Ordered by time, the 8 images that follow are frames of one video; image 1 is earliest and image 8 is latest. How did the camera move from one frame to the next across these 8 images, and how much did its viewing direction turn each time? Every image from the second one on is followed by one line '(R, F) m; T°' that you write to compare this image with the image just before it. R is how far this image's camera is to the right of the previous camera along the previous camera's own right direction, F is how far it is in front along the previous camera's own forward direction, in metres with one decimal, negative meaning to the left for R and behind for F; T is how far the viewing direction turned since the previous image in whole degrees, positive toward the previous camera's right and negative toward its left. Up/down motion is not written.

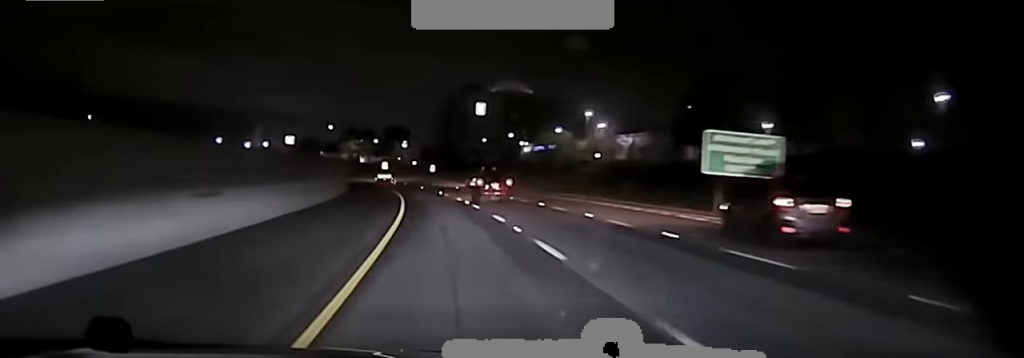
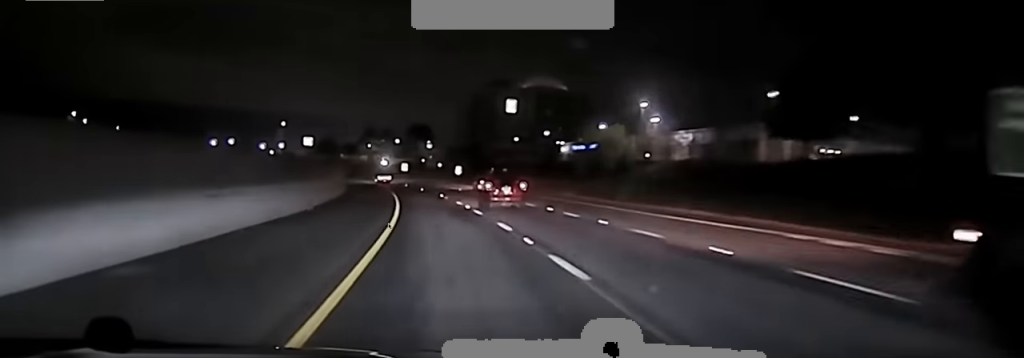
(0.0, +28.1) m; -1°
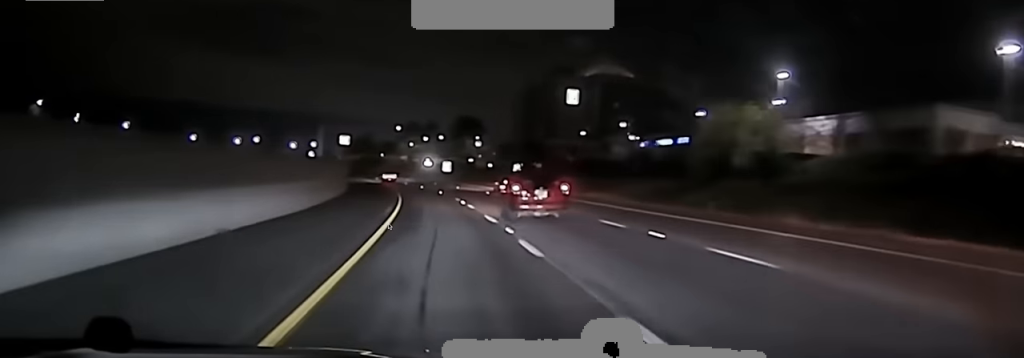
(-1.0, +38.8) m; -3°
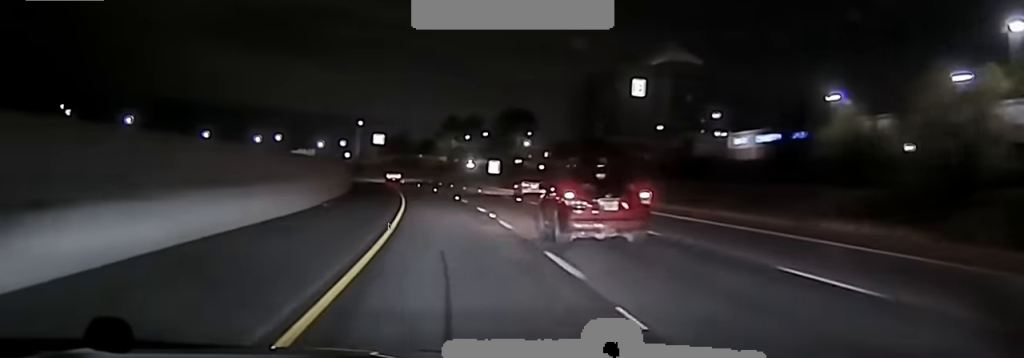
(-1.2, +37.2) m; -3°
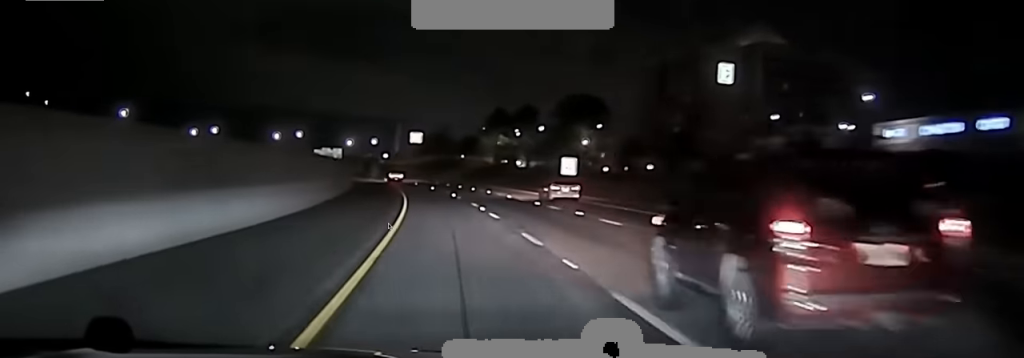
(-0.7, +39.7) m; -2°
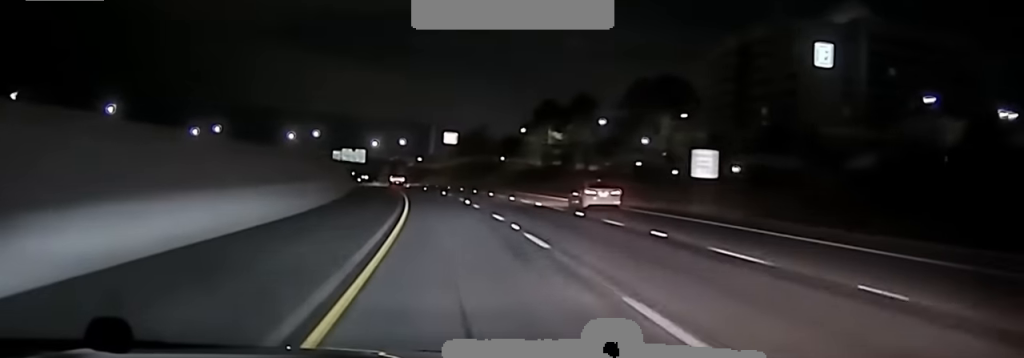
(-0.8, +39.4) m; -3°
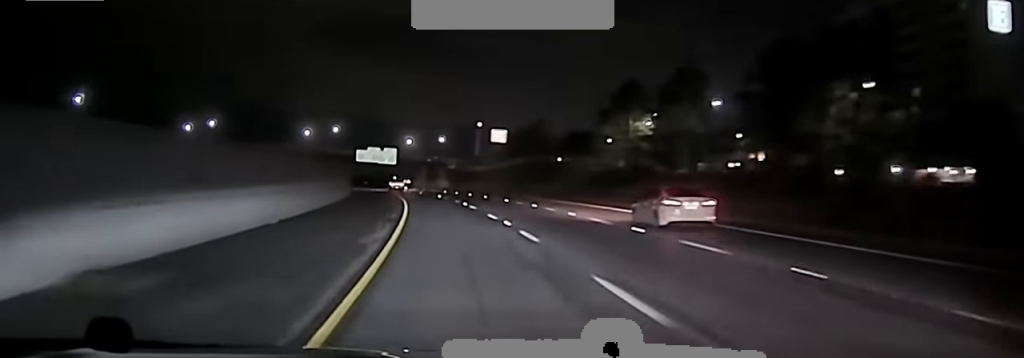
(-1.5, +48.3) m; -3°
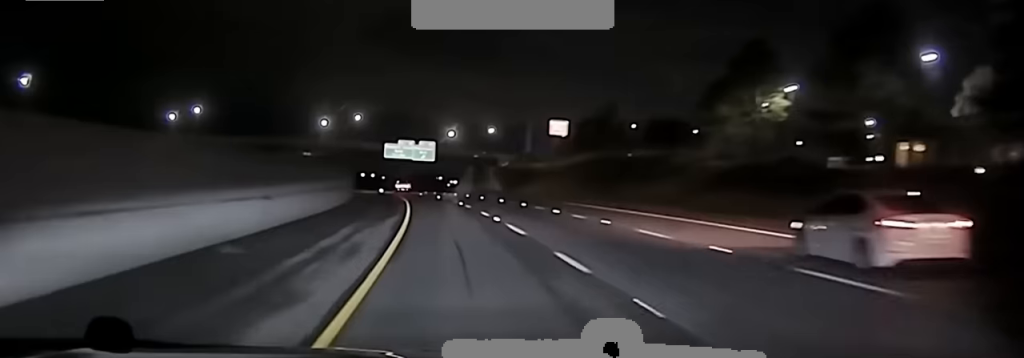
(-1.0, +43.8) m; -3°
